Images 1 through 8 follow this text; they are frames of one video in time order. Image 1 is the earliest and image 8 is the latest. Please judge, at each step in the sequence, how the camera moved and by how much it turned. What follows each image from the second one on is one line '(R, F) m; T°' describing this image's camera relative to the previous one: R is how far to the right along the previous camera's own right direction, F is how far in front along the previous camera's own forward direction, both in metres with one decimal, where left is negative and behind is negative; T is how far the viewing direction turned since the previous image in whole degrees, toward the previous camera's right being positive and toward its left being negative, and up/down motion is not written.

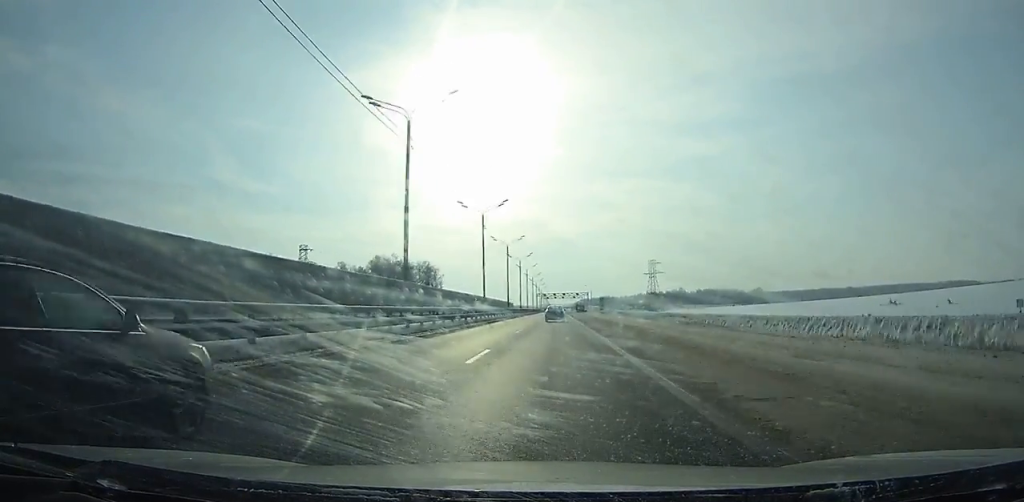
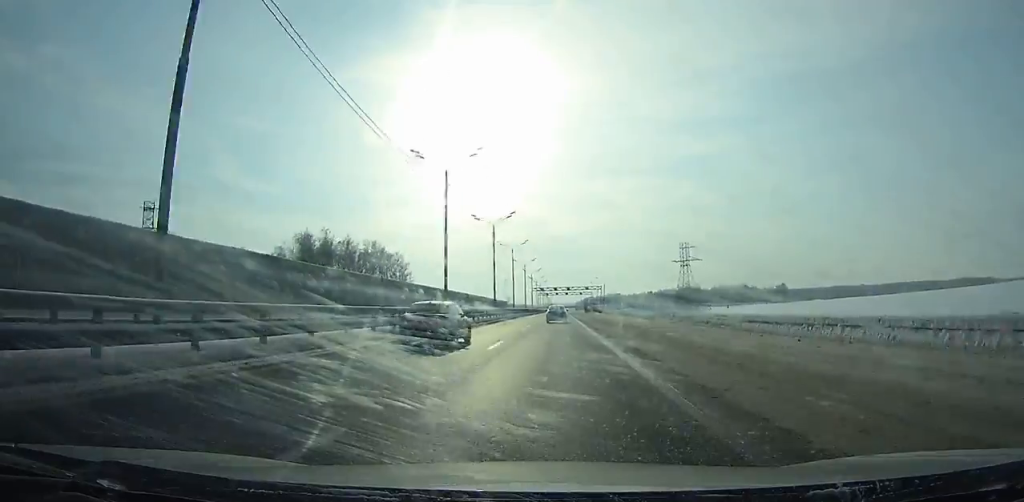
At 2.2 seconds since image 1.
(-0.1, +55.7) m; 0°
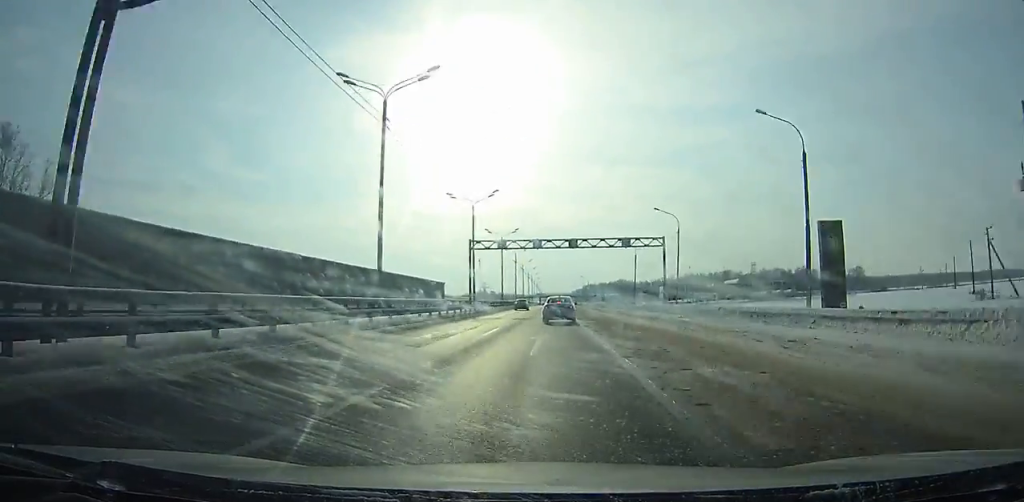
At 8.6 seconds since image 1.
(+0.5, +139.2) m; +1°
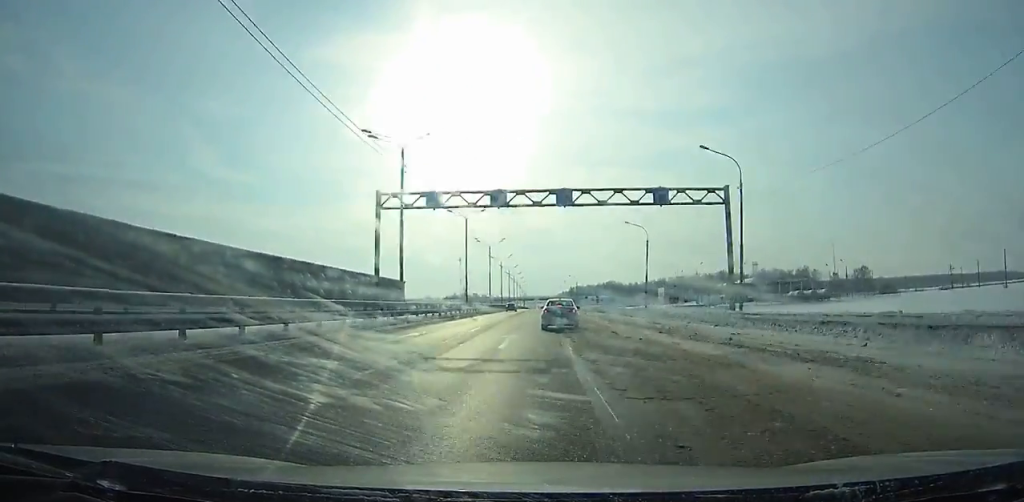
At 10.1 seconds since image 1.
(+0.2, +24.1) m; +1°
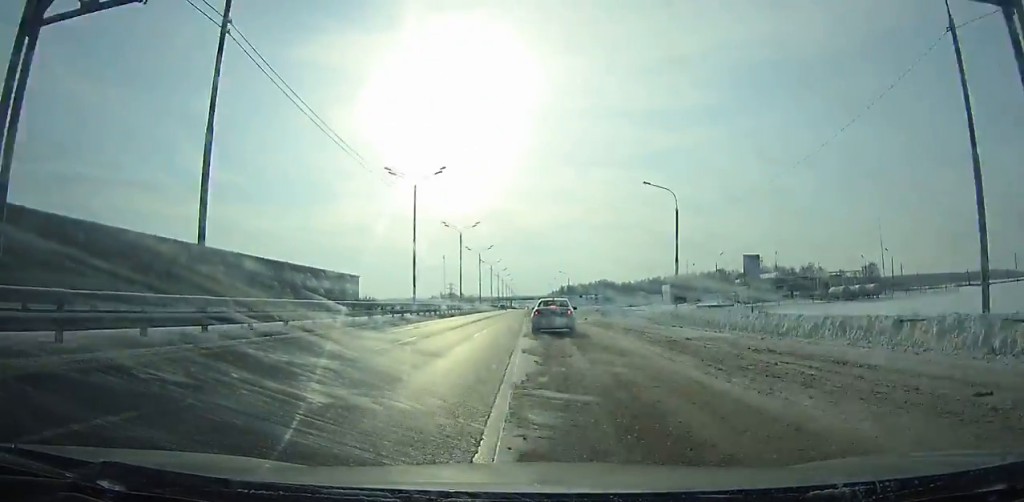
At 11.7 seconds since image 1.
(+0.1, +22.4) m; +2°
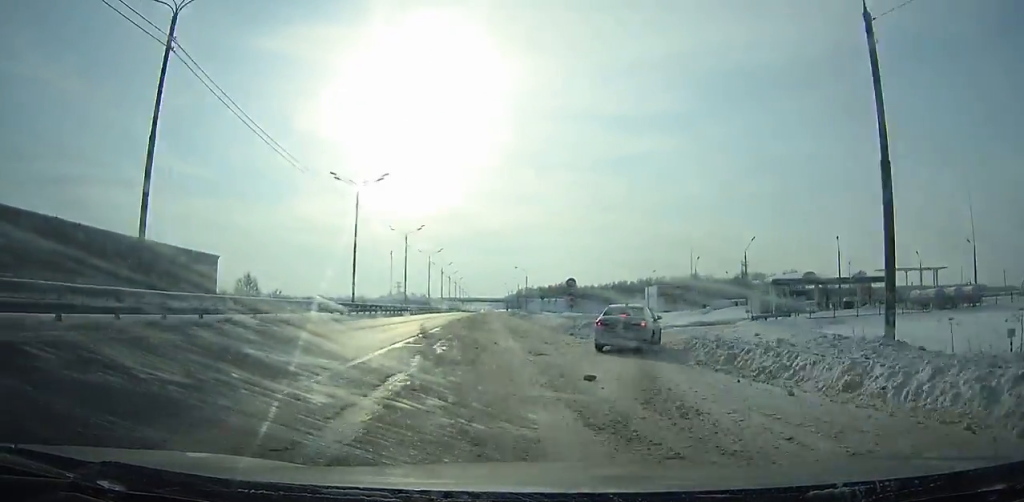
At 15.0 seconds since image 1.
(+1.6, +34.7) m; +10°
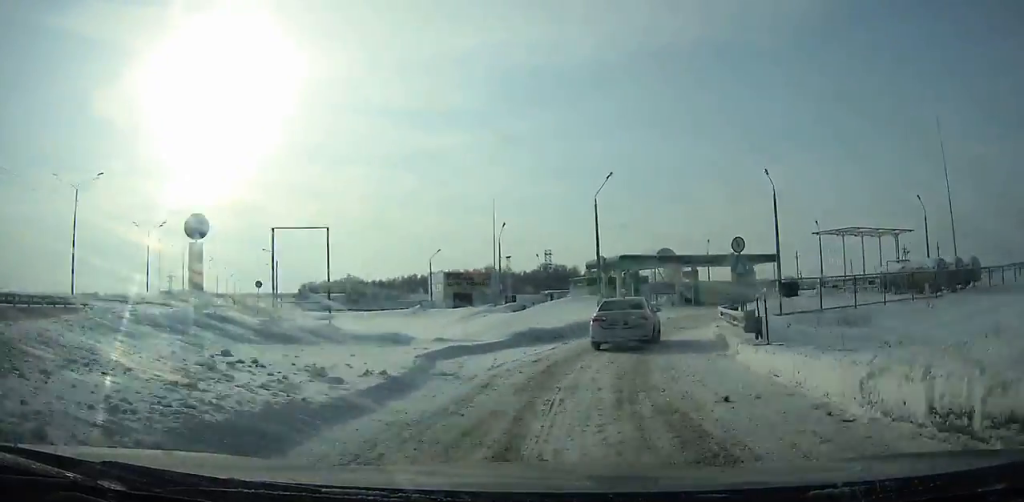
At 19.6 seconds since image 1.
(+6.8, +30.8) m; +21°
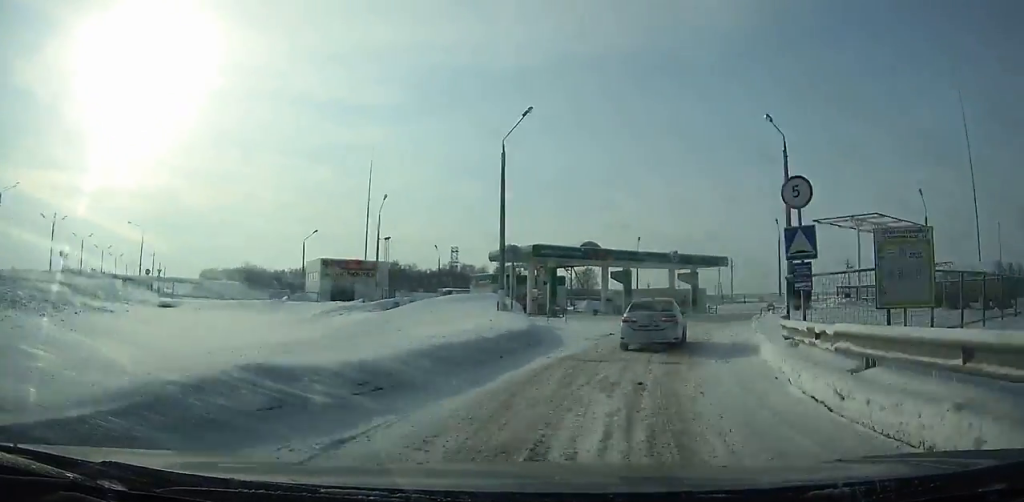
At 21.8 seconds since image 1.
(+0.8, +12.2) m; +7°
